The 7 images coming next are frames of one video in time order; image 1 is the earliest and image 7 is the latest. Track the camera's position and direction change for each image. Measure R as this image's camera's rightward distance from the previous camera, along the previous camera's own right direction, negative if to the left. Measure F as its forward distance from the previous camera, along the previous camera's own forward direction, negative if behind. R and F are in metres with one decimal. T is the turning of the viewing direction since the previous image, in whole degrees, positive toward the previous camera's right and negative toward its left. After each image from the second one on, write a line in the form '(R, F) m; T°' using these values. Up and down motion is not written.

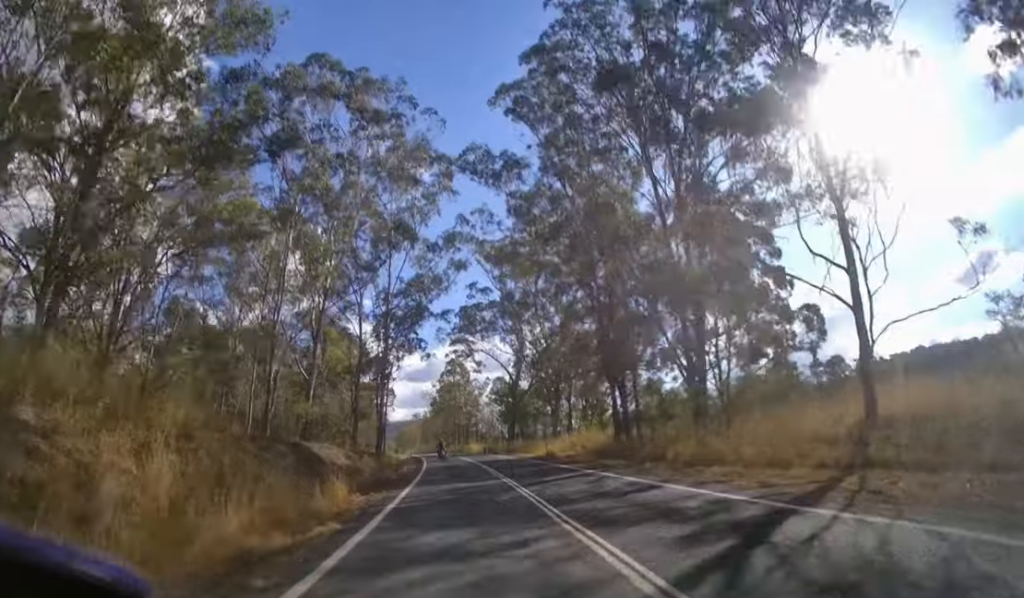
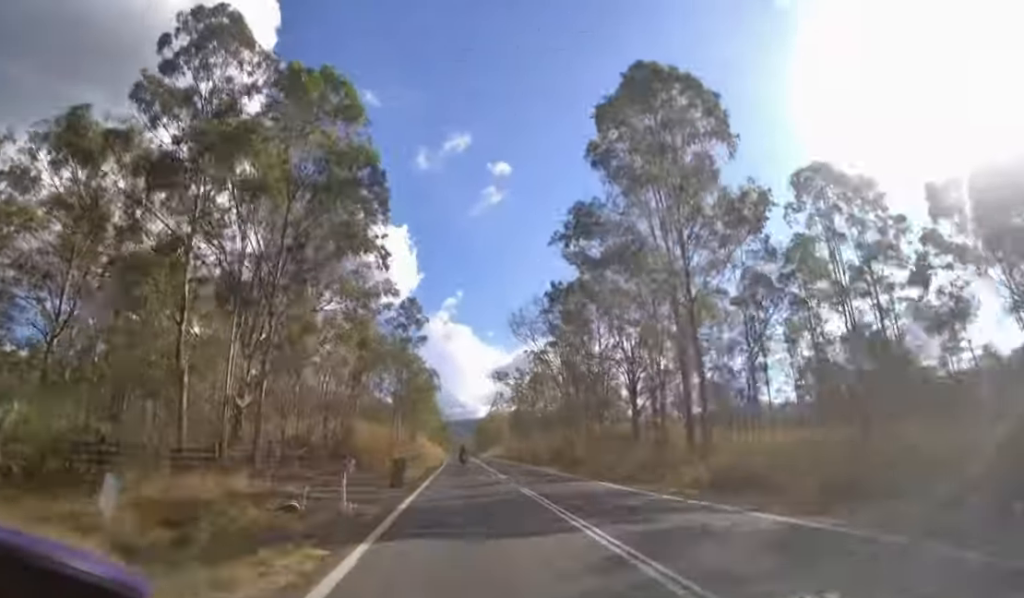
(-6.8, +72.8) m; -10°
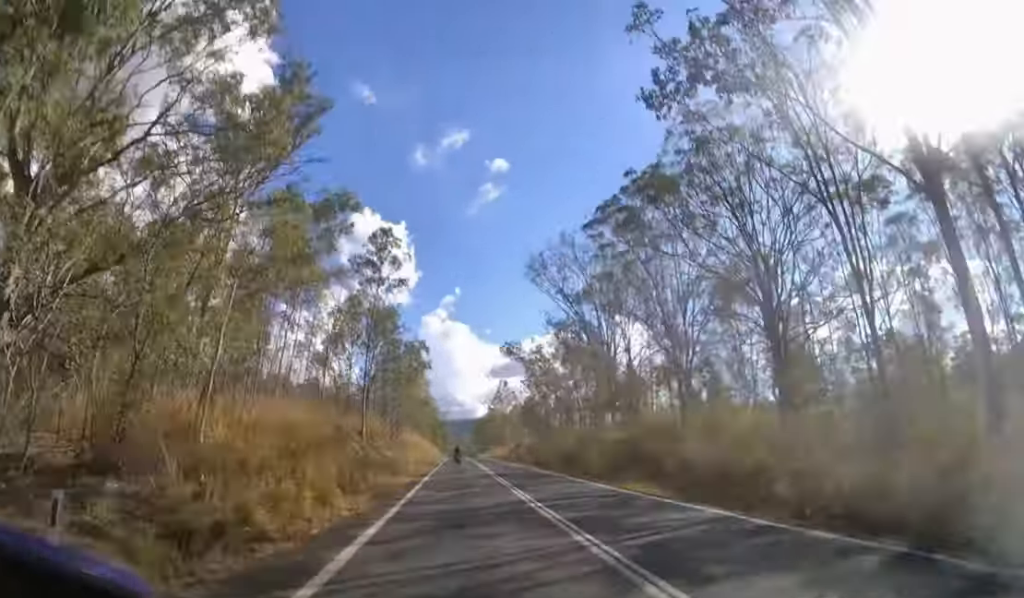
(-0.2, +17.4) m; -1°
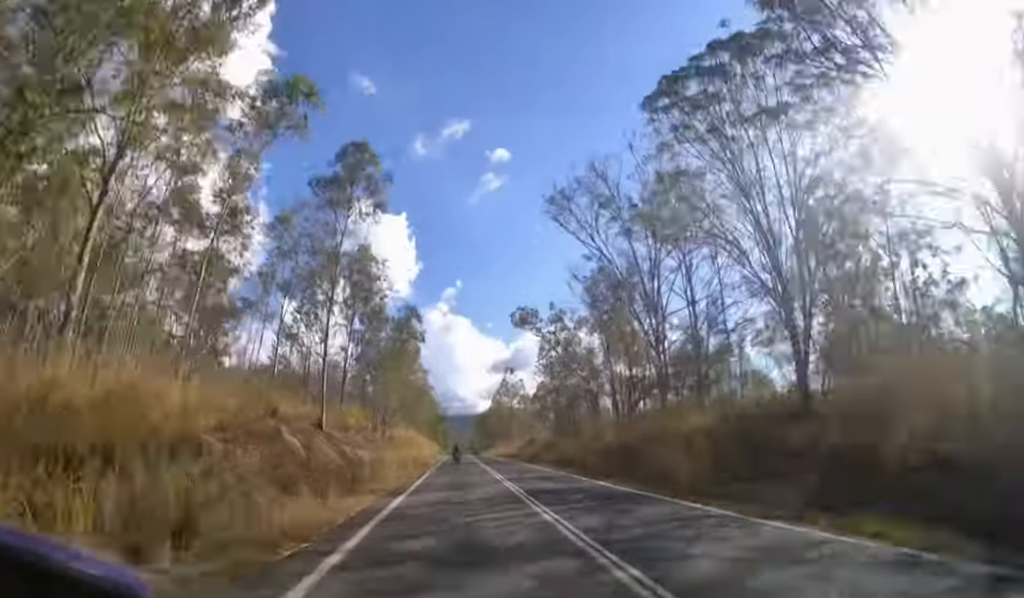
(0.0, +11.2) m; -1°
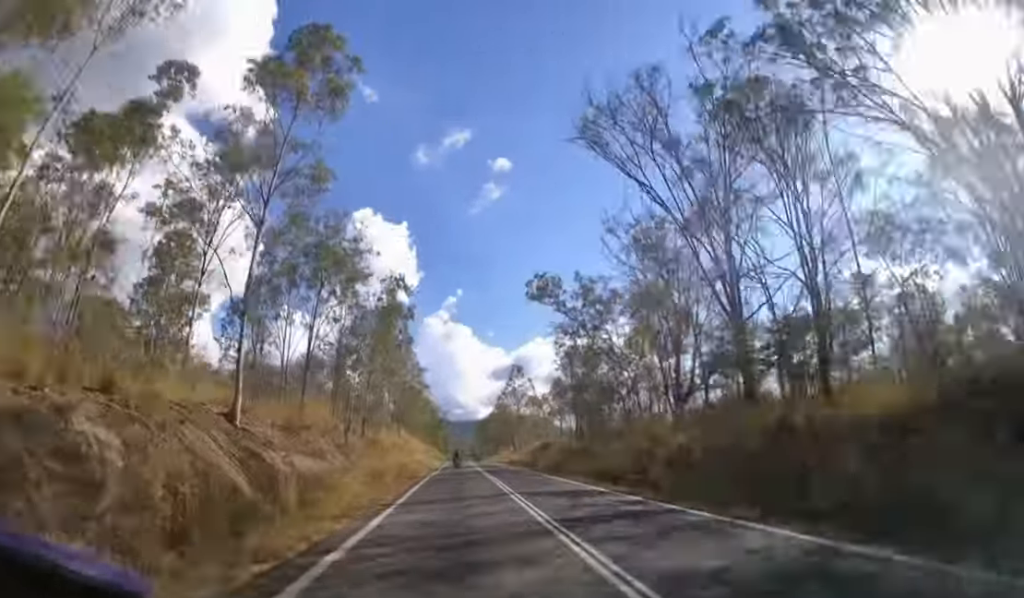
(-0.1, +10.1) m; 0°
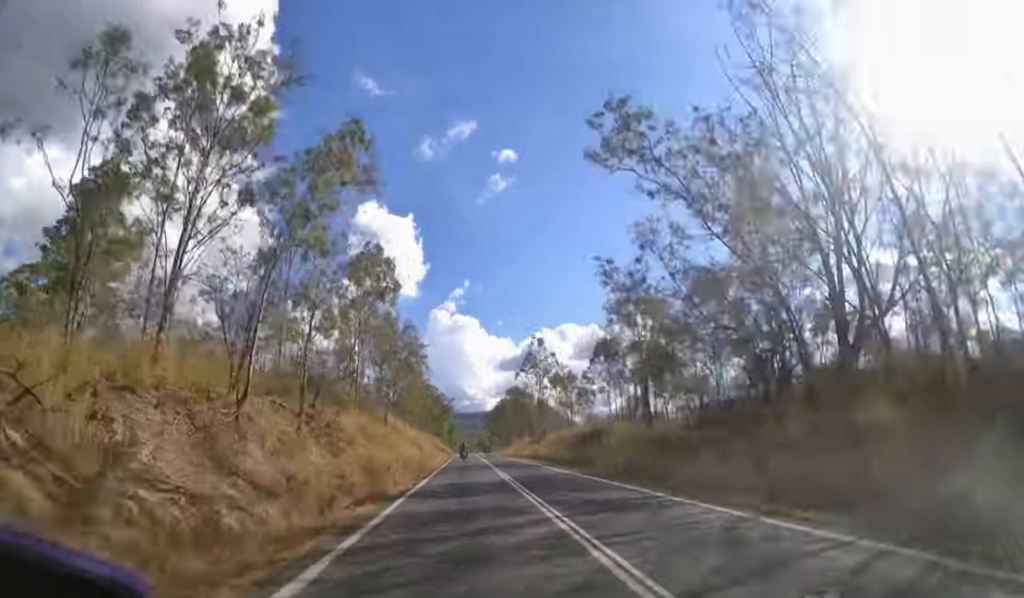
(-0.1, +16.0) m; 0°
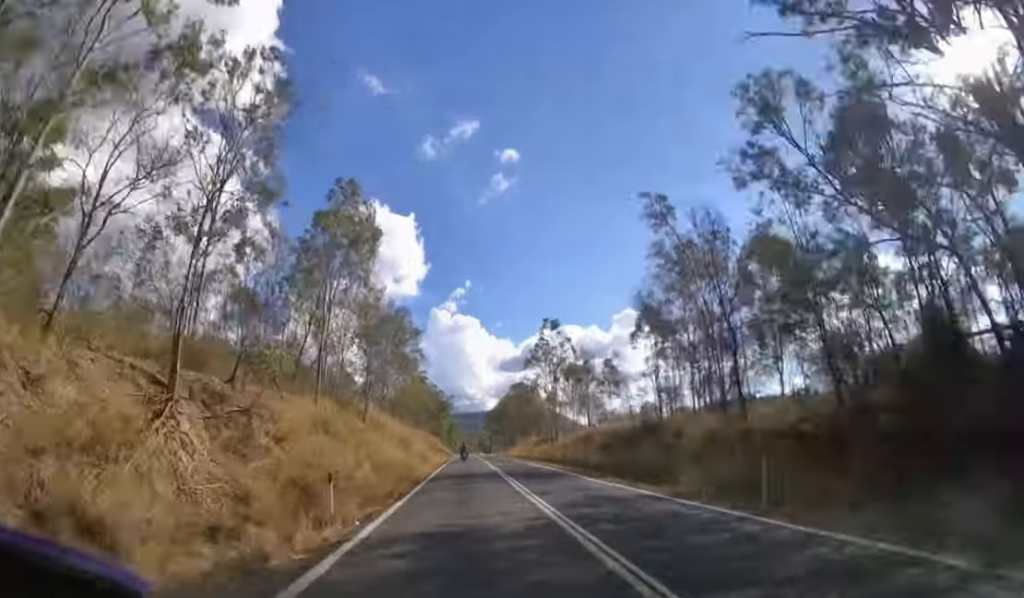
(-0.1, +10.7) m; 0°
